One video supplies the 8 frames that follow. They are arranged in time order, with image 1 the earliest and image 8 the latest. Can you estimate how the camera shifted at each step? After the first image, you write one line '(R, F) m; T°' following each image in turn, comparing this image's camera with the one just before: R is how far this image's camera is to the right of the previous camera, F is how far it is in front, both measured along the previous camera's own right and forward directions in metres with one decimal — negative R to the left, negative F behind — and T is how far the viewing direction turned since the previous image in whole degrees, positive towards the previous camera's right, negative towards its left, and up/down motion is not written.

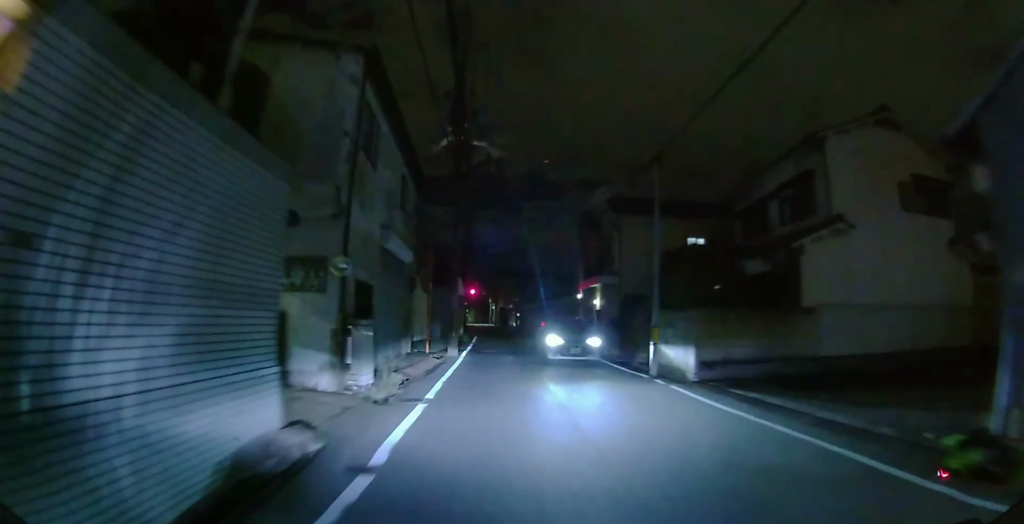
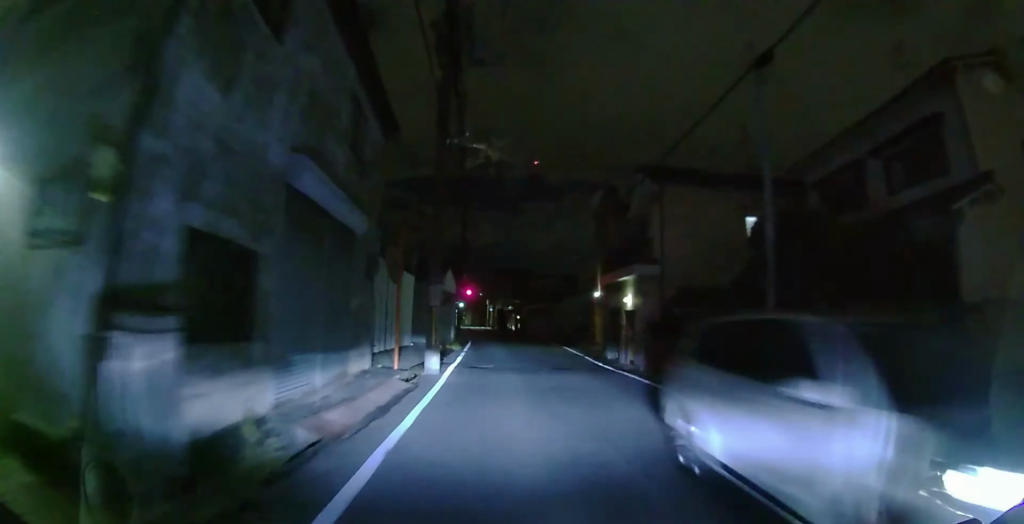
(0.0, +6.1) m; +2°
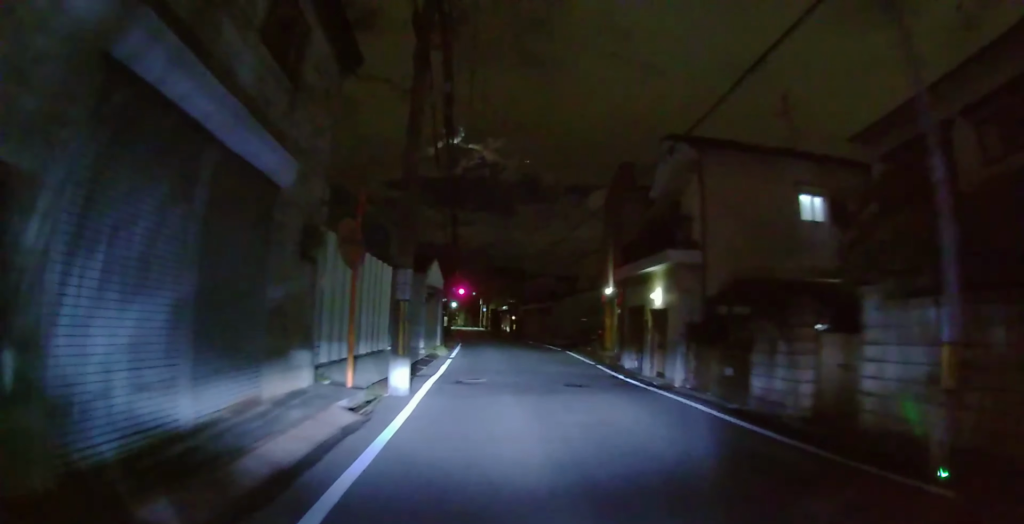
(+0.1, +3.8) m; +1°
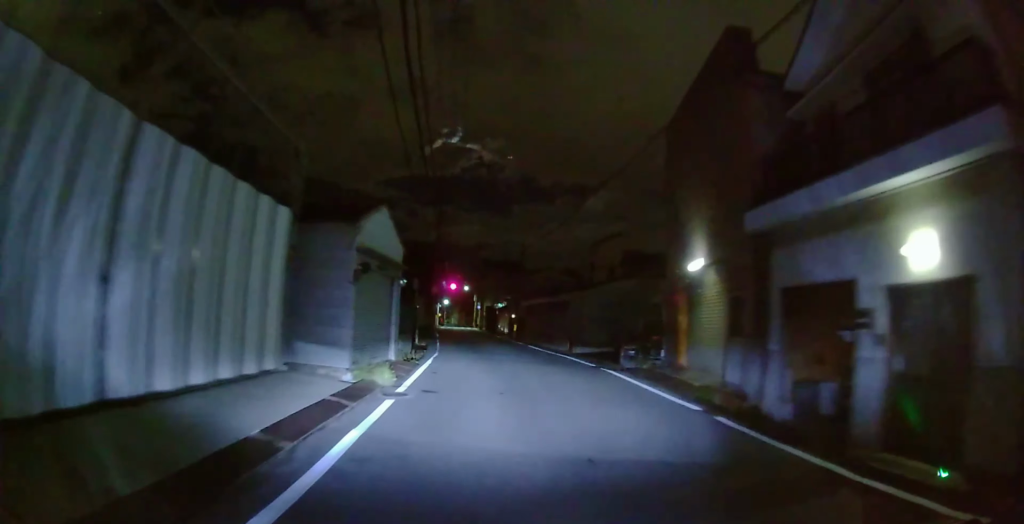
(0.0, +9.4) m; -2°
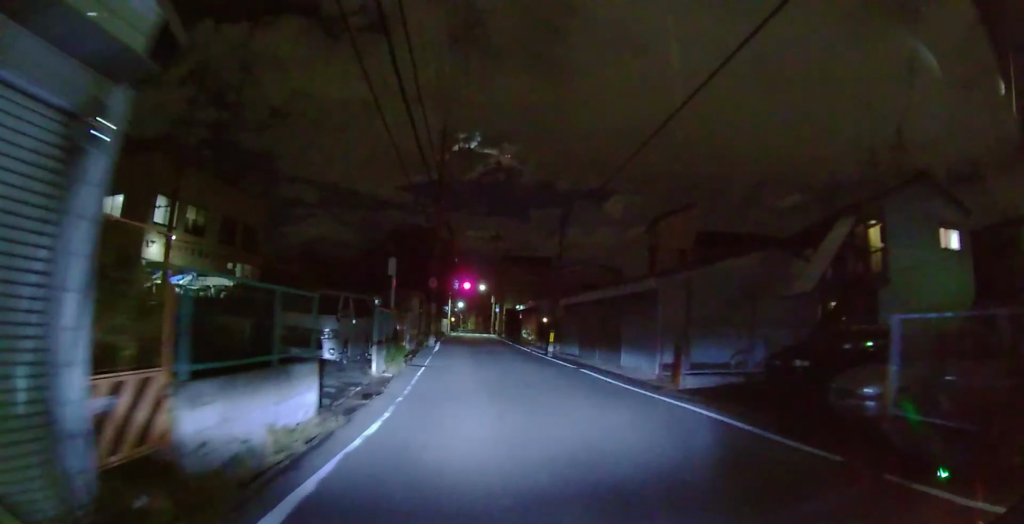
(-0.3, +11.8) m; -1°
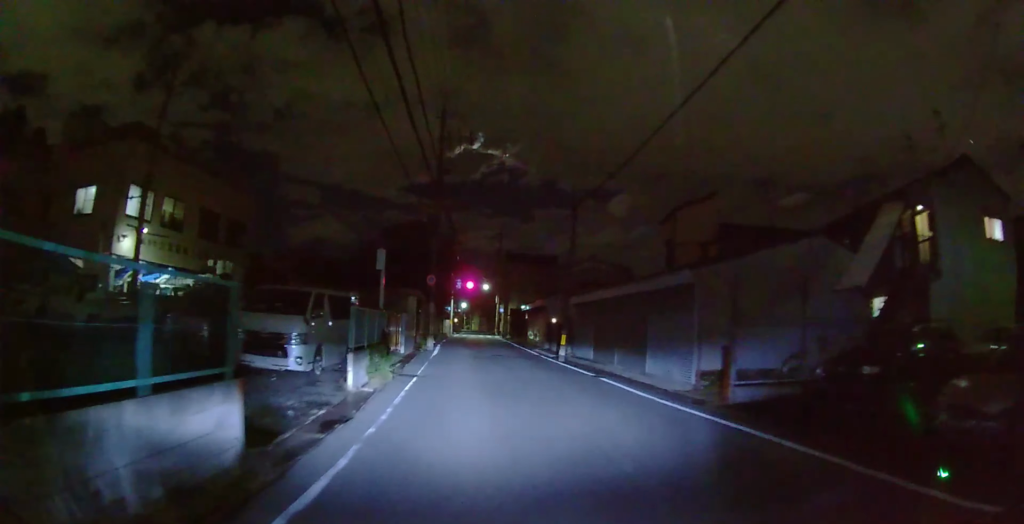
(0.0, +2.4) m; 0°
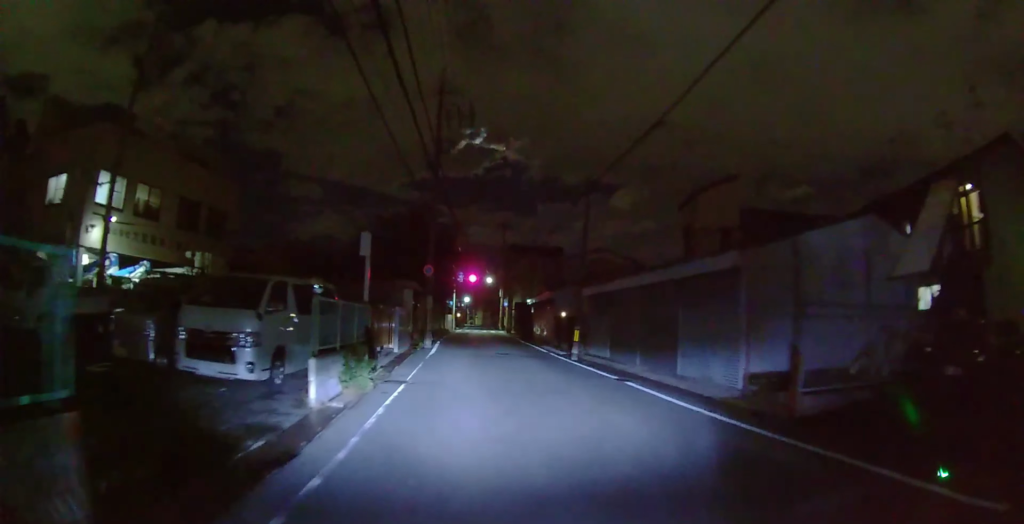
(0.0, +2.4) m; 0°
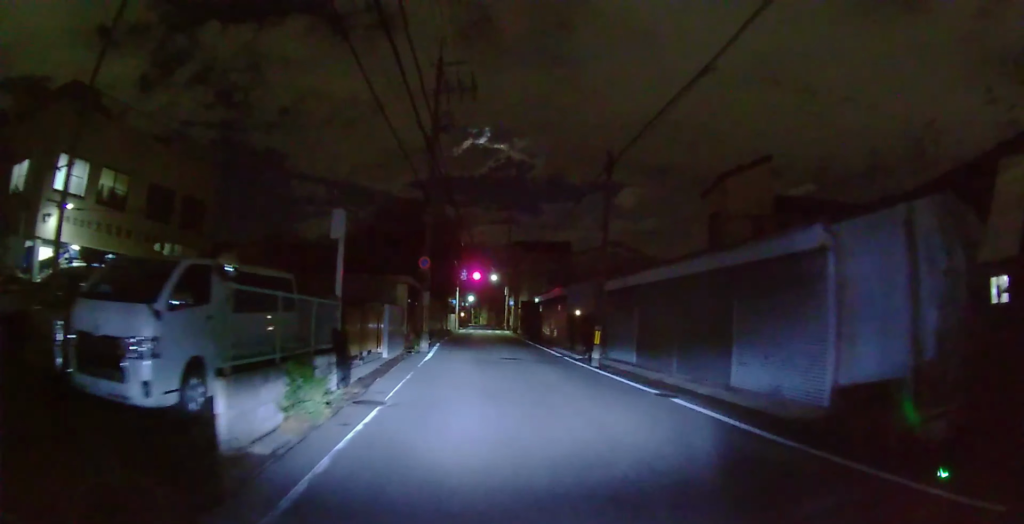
(0.0, +3.1) m; 0°
